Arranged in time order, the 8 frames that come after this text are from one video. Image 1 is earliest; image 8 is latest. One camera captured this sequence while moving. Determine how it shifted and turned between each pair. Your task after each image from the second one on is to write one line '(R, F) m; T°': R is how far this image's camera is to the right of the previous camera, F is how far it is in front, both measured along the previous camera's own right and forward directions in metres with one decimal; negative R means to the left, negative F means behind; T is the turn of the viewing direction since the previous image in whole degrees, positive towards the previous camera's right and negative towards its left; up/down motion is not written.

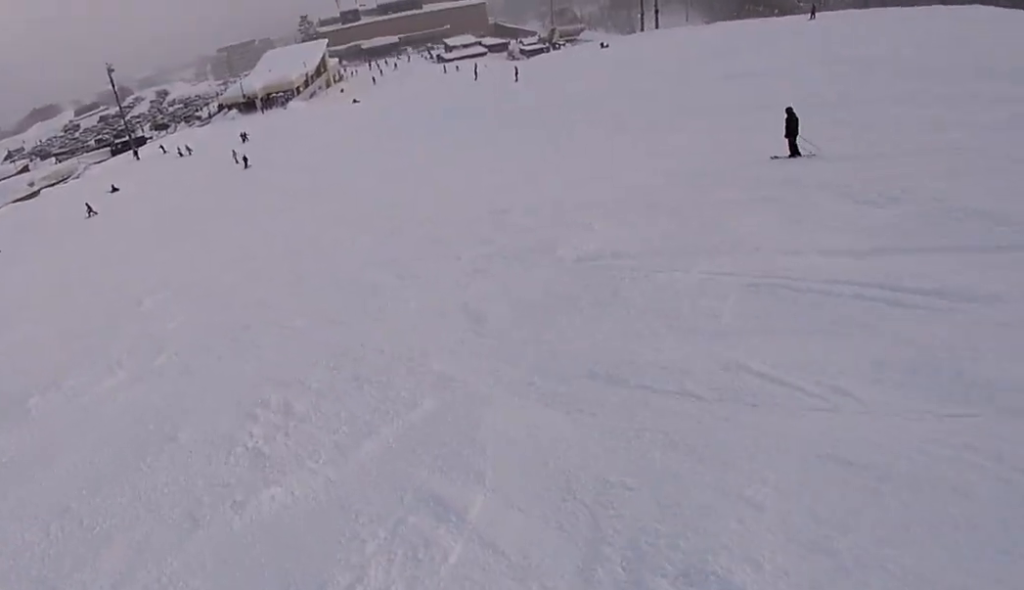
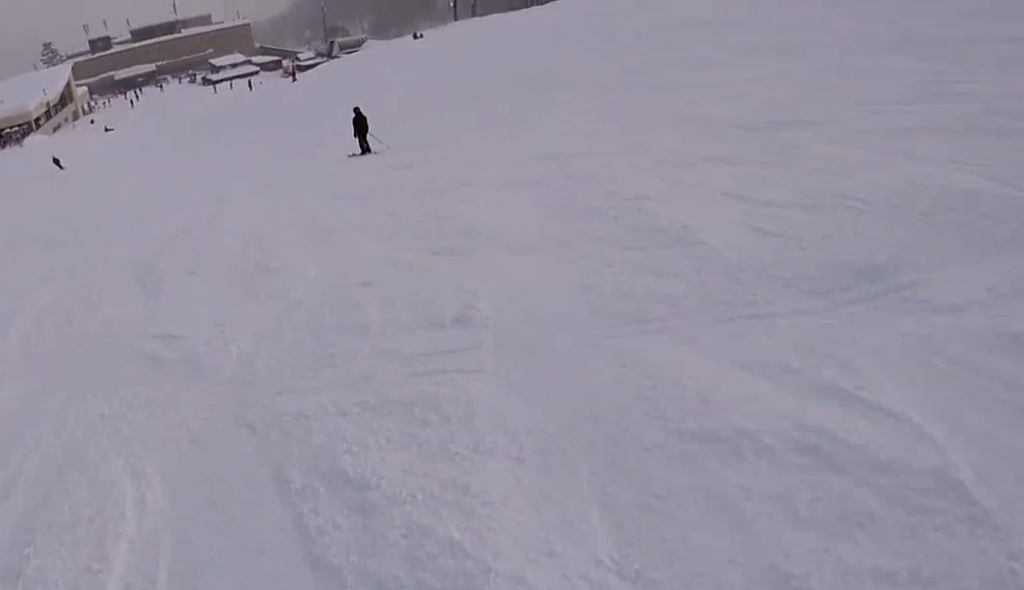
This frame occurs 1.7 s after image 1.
(+3.9, +19.3) m; +16°
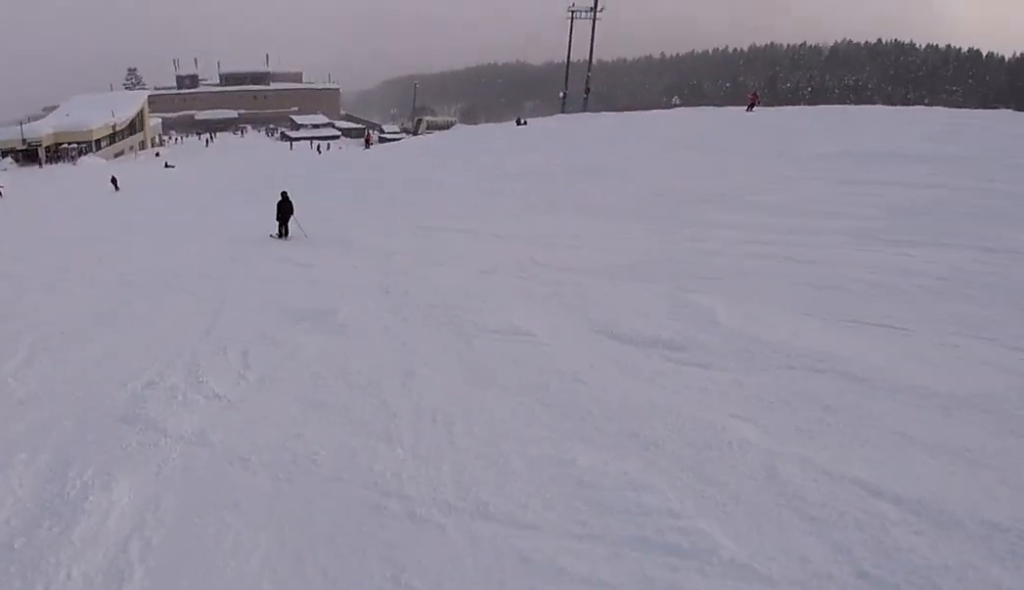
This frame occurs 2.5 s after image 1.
(+0.4, +9.5) m; +1°
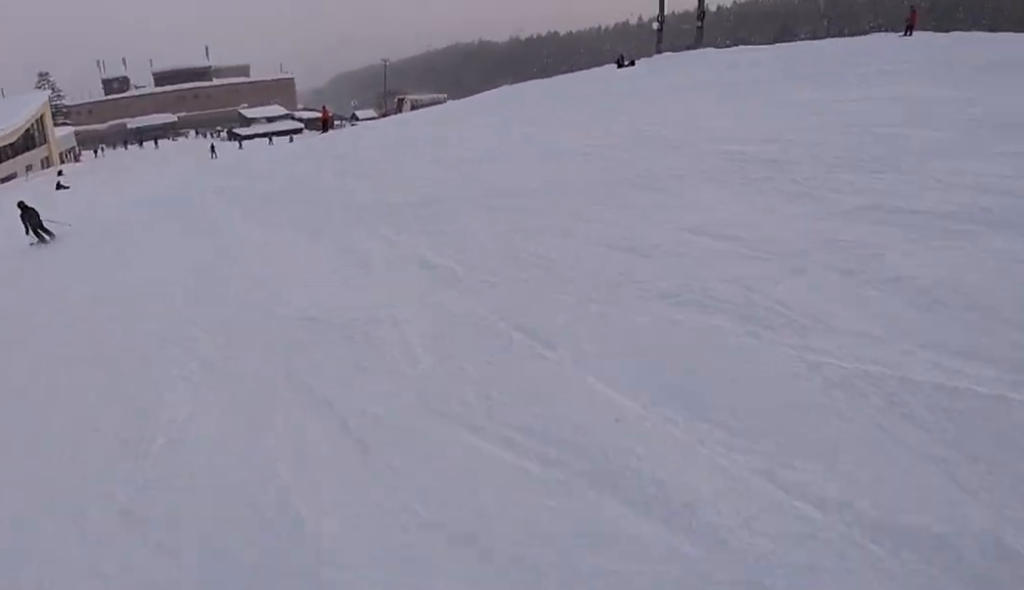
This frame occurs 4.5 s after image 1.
(-0.1, +26.0) m; +2°
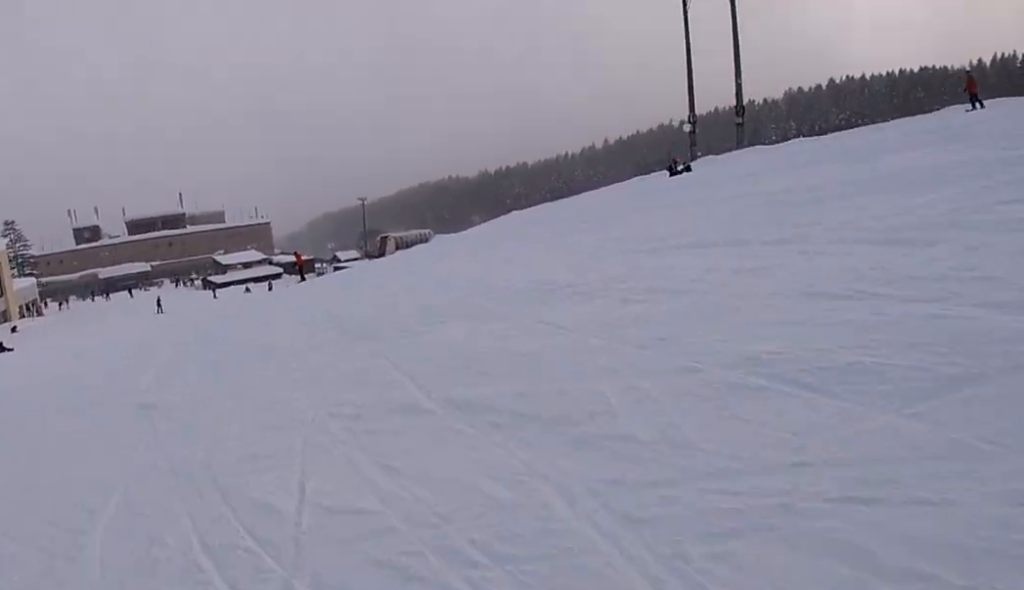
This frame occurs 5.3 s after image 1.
(+0.2, +8.7) m; +3°
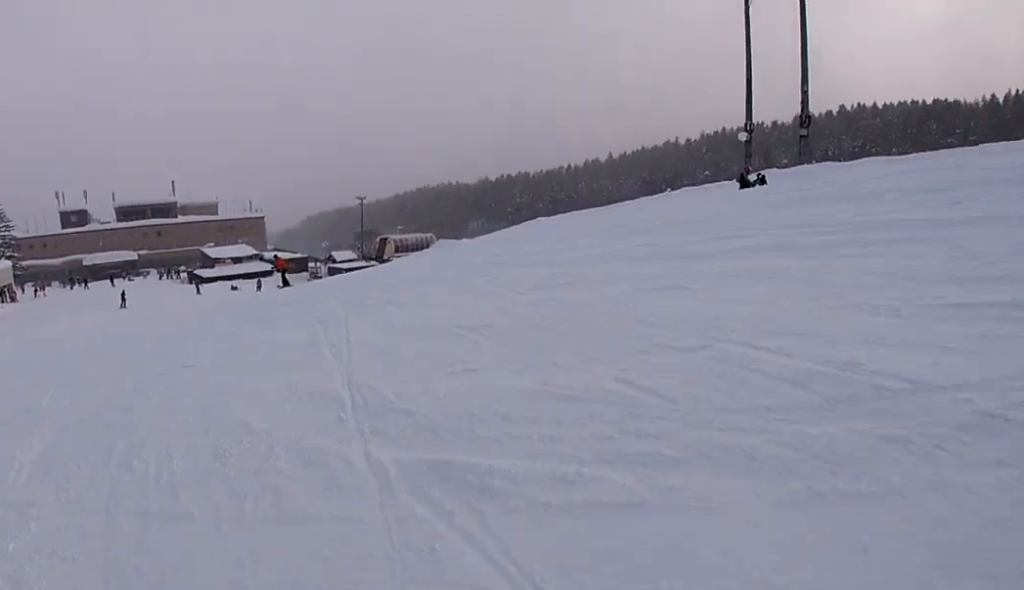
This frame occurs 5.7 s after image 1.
(-0.1, +5.3) m; +2°
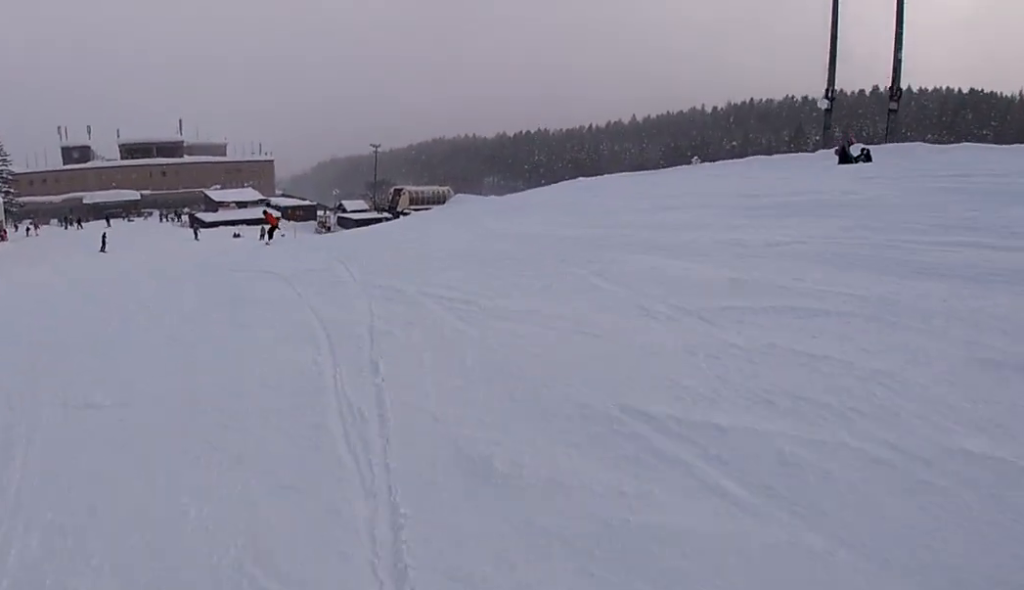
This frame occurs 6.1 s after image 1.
(+0.1, +4.5) m; -1°
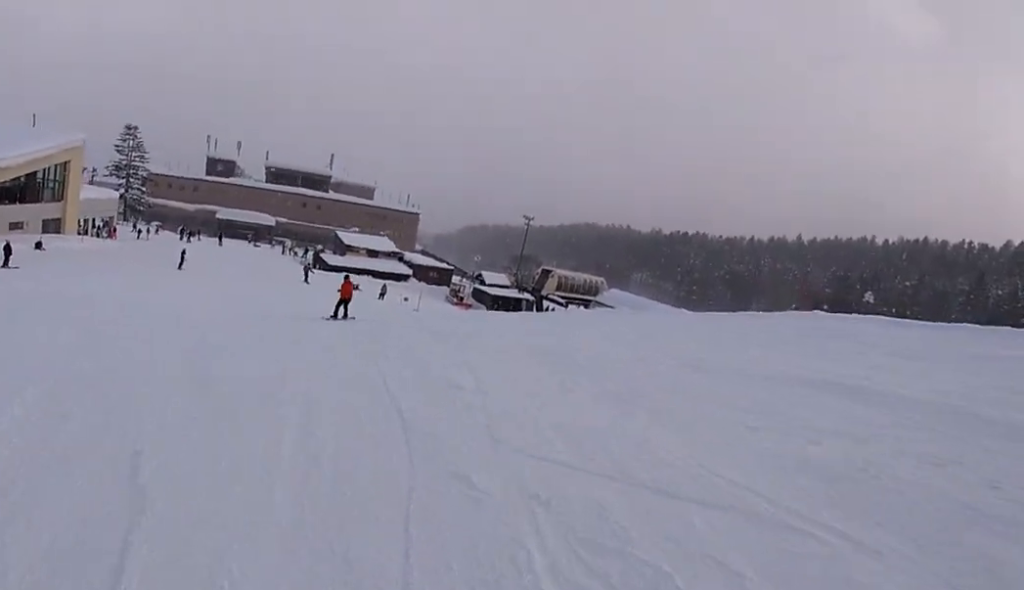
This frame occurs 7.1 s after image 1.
(+0.3, +10.5) m; -10°
